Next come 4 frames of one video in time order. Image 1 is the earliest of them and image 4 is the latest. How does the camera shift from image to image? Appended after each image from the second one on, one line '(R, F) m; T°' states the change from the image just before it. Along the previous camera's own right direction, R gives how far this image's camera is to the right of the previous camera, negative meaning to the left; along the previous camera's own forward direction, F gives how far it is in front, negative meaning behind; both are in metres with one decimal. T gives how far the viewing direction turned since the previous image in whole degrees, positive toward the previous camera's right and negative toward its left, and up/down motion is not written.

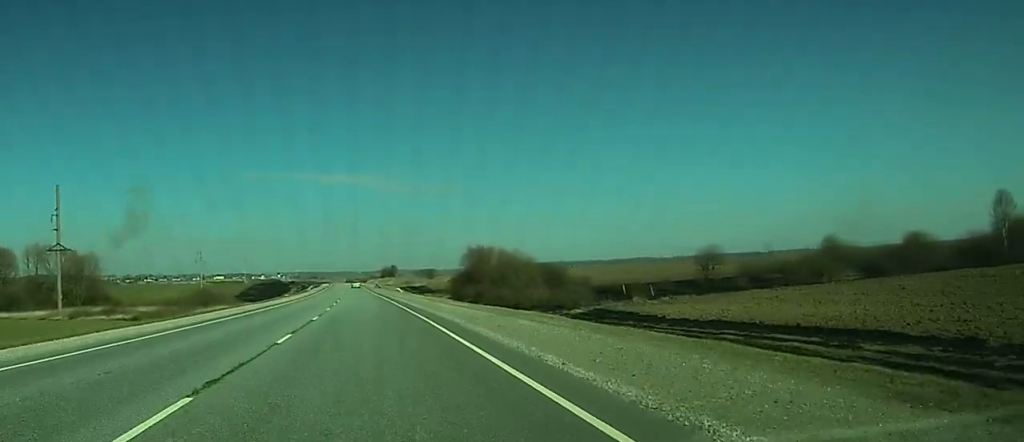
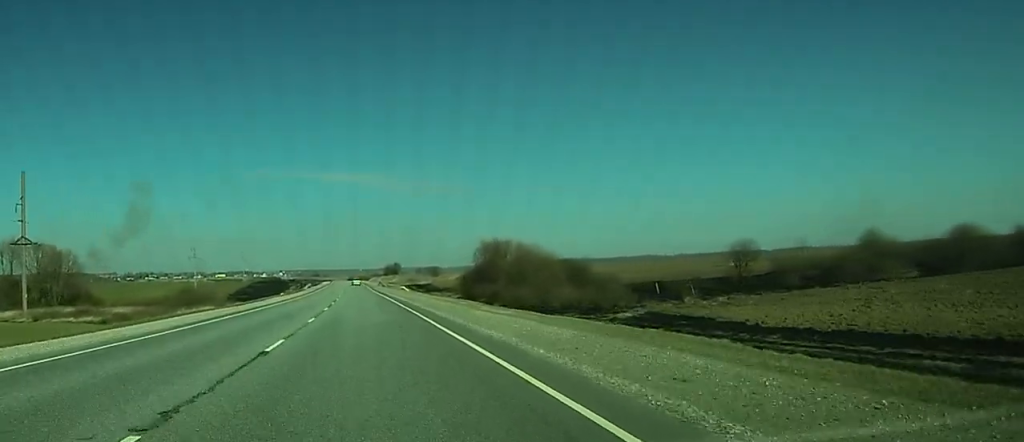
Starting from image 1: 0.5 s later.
(-0.1, +14.4) m; 0°
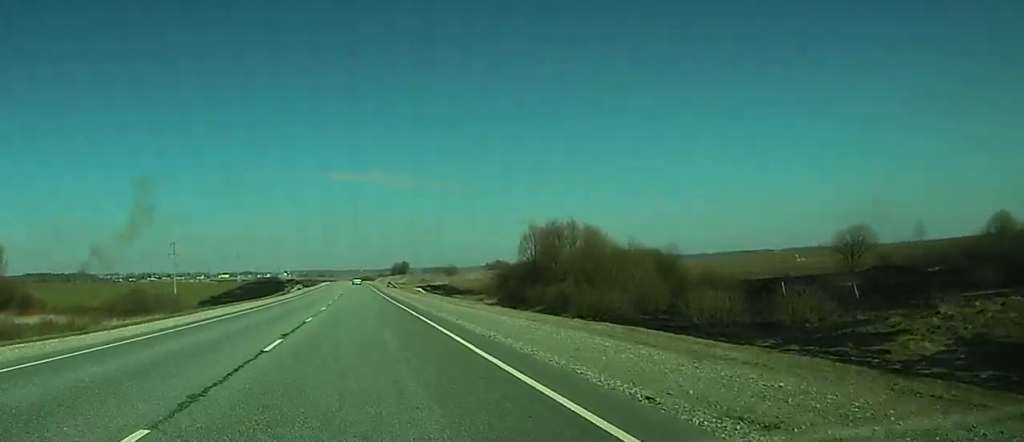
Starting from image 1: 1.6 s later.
(-0.2, +36.0) m; -1°
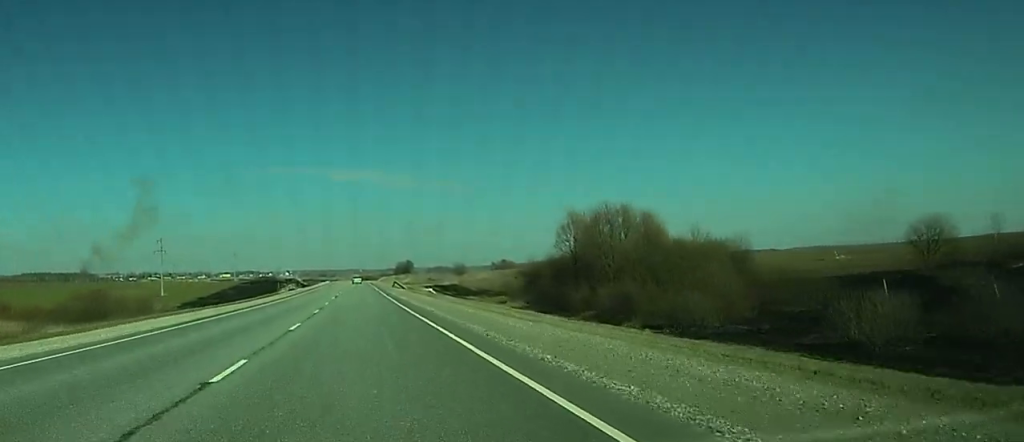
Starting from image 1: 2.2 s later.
(+0.1, +17.4) m; 0°
